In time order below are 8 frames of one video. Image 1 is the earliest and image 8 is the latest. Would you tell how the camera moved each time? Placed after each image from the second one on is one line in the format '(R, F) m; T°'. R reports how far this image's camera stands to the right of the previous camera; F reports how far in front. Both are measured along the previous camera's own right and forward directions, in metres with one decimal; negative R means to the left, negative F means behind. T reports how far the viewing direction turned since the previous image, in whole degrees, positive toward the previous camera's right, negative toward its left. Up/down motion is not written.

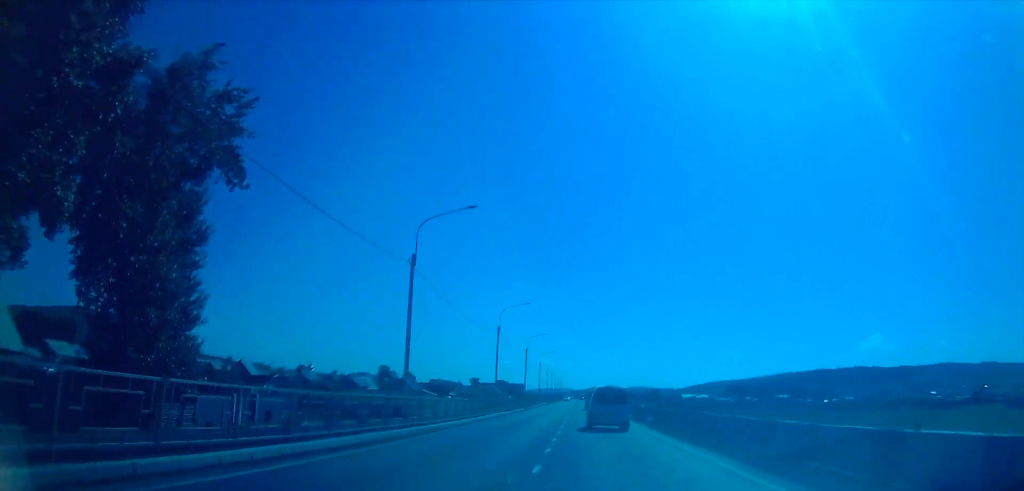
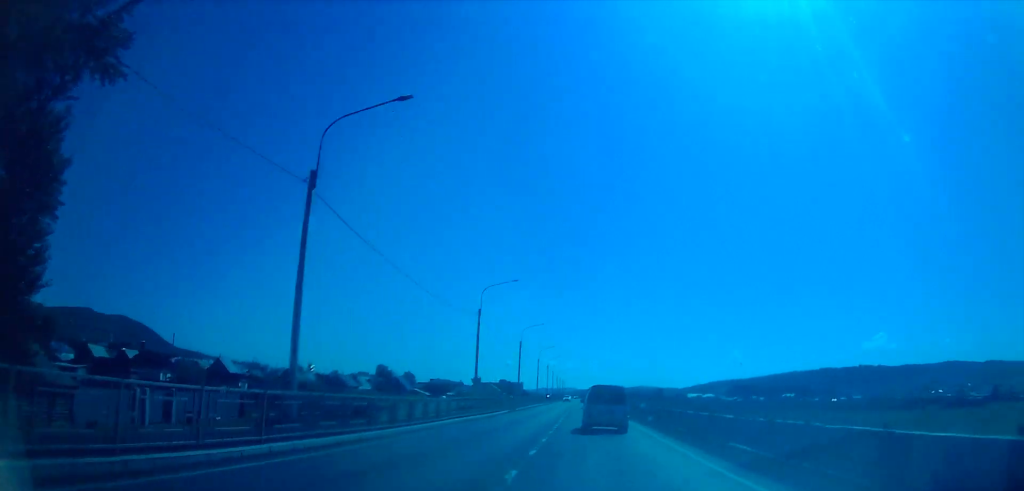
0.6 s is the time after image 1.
(-0.1, +13.3) m; -1°
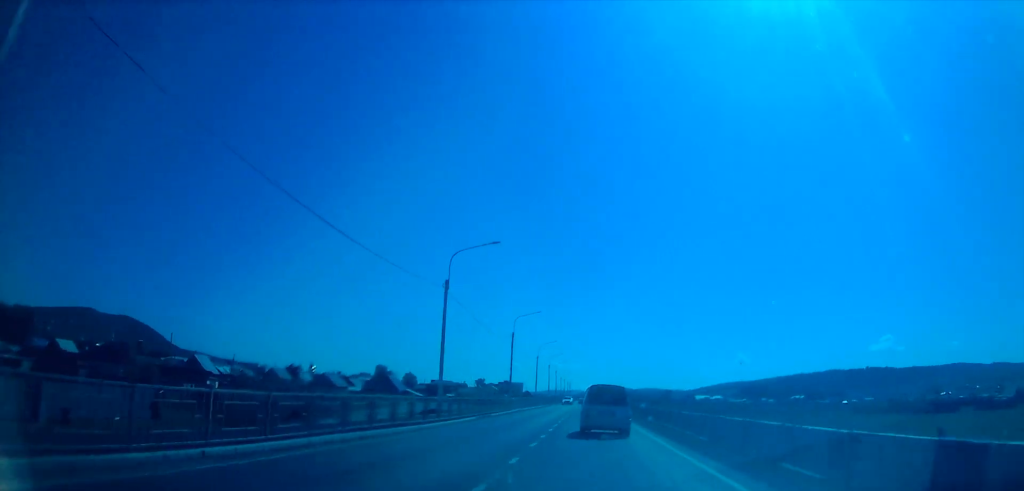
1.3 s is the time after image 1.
(0.0, +14.1) m; 0°
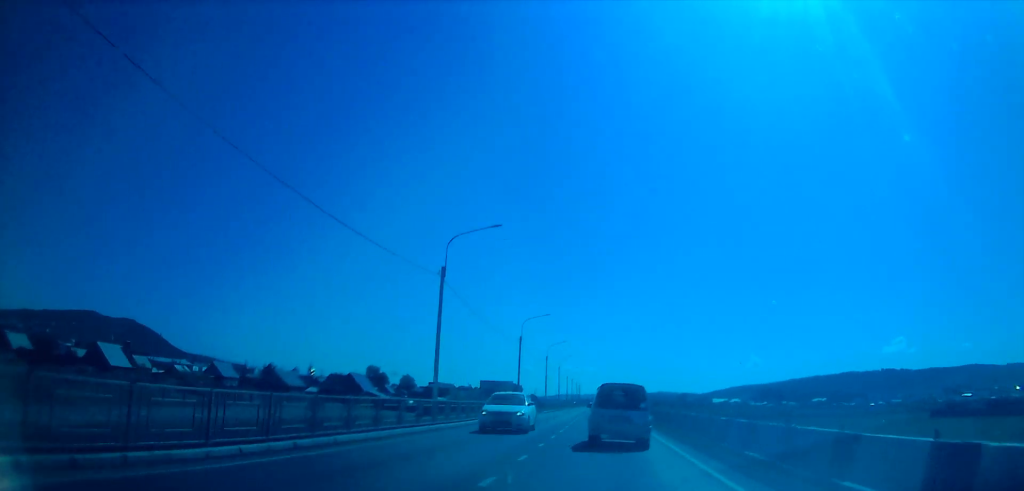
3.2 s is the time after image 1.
(0.0, +39.9) m; 0°
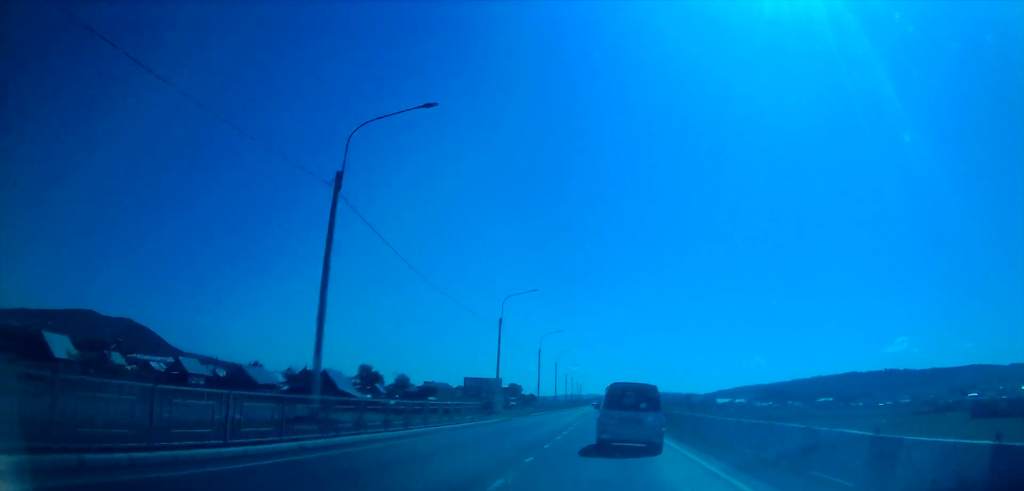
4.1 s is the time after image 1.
(0.0, +16.2) m; 0°
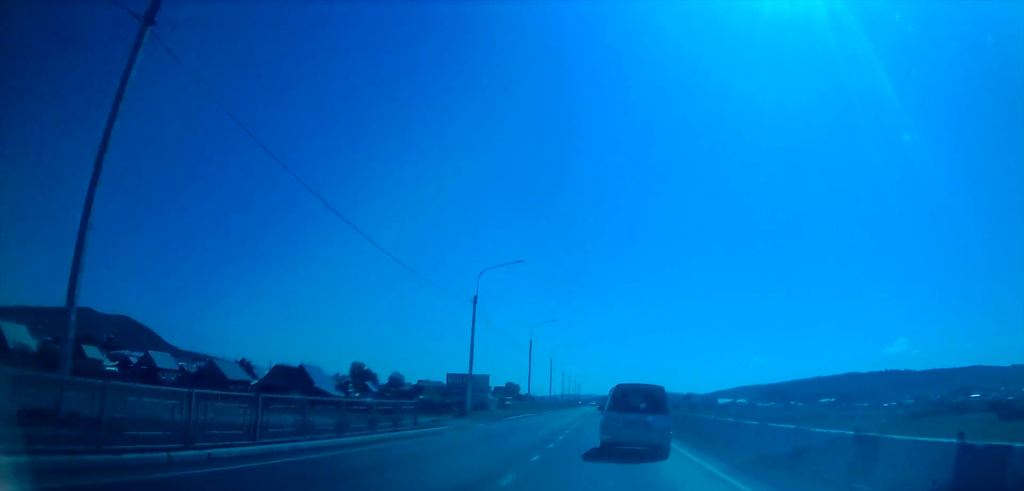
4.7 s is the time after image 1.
(0.0, +11.5) m; 0°
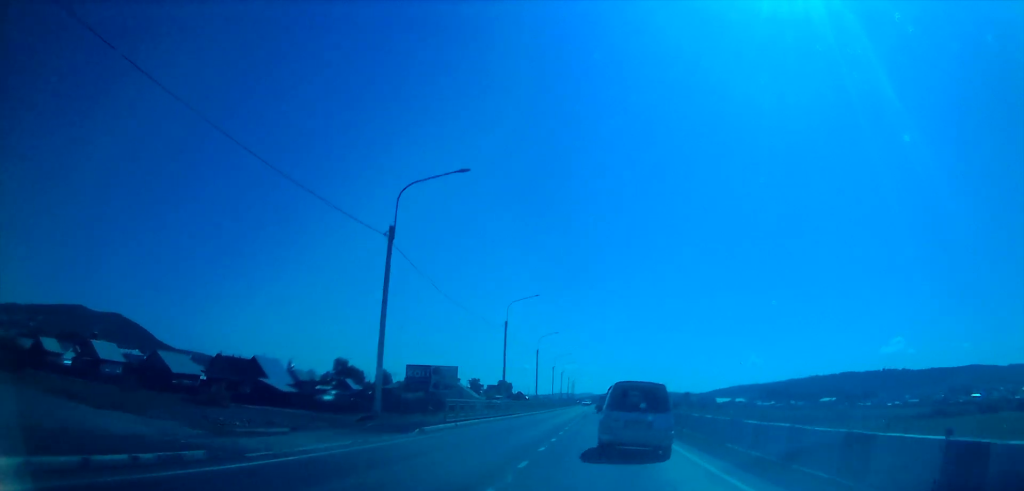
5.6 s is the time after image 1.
(0.0, +18.2) m; 0°
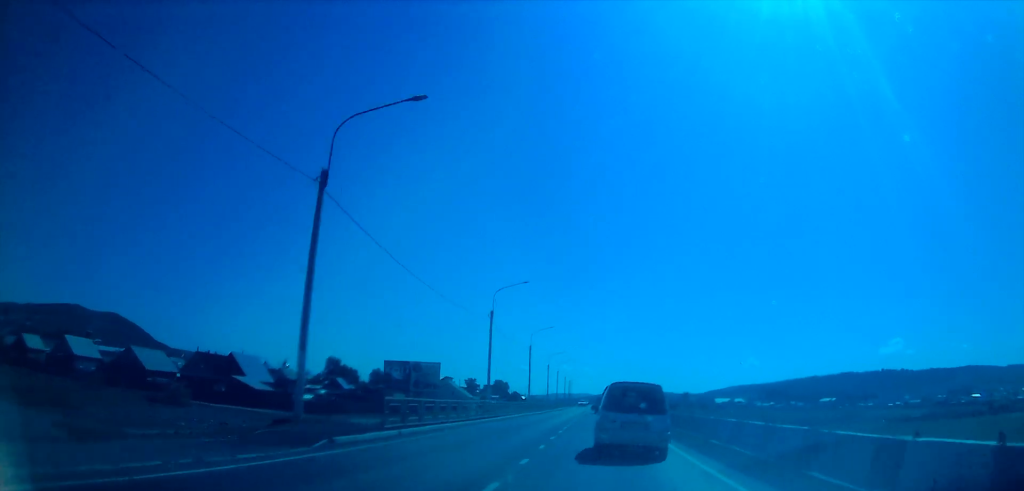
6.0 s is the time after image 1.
(0.0, +7.5) m; 0°
